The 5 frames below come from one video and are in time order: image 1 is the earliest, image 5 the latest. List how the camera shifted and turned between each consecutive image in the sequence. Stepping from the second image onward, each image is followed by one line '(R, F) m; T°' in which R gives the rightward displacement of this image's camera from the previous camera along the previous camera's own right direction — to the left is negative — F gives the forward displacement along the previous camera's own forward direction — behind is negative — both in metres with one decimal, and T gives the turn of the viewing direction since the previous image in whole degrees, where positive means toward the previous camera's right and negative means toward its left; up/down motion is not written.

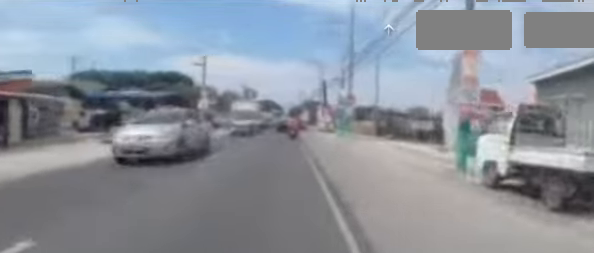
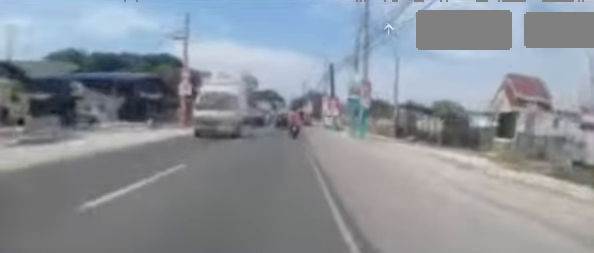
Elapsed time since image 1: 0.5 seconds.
(+0.1, +5.0) m; -1°
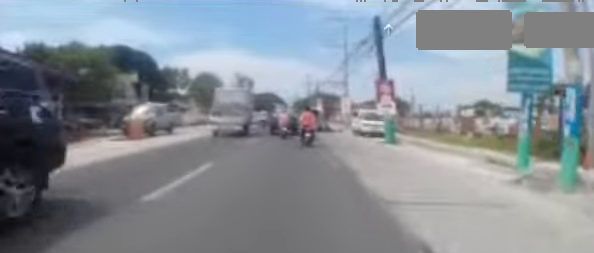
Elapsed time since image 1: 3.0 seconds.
(-0.7, +17.9) m; -1°
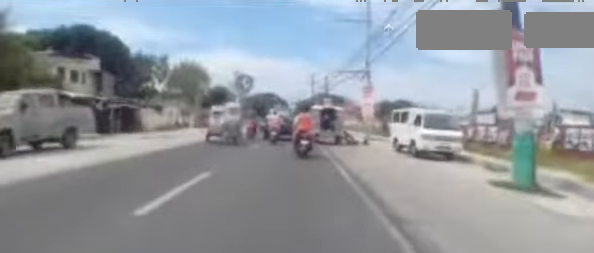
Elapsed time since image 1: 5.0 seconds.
(+0.4, +9.2) m; +3°
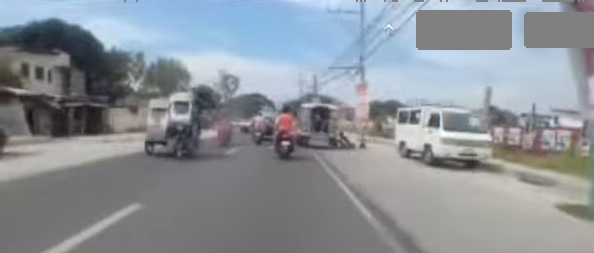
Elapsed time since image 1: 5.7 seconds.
(+0.1, +2.7) m; -3°
